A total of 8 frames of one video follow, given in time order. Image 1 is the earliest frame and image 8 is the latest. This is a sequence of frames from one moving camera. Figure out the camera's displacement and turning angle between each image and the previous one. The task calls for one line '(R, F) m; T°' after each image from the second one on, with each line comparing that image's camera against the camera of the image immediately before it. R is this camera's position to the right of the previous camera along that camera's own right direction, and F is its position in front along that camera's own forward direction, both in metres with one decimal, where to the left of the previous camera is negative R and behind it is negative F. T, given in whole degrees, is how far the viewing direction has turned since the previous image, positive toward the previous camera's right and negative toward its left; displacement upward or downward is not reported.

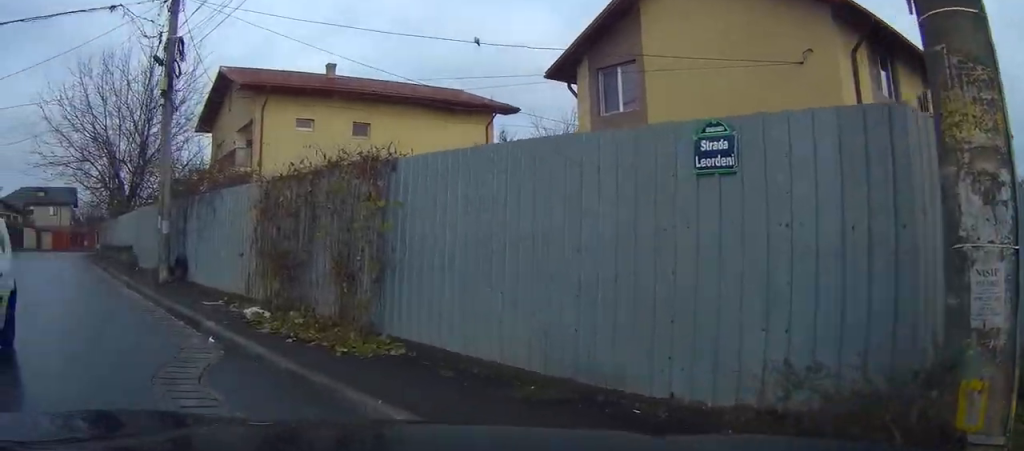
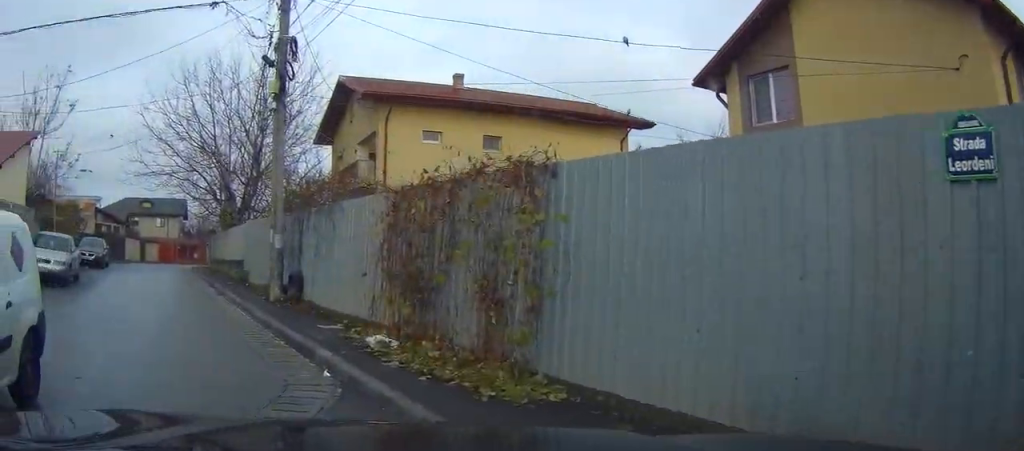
(-0.1, +1.1) m; -11°
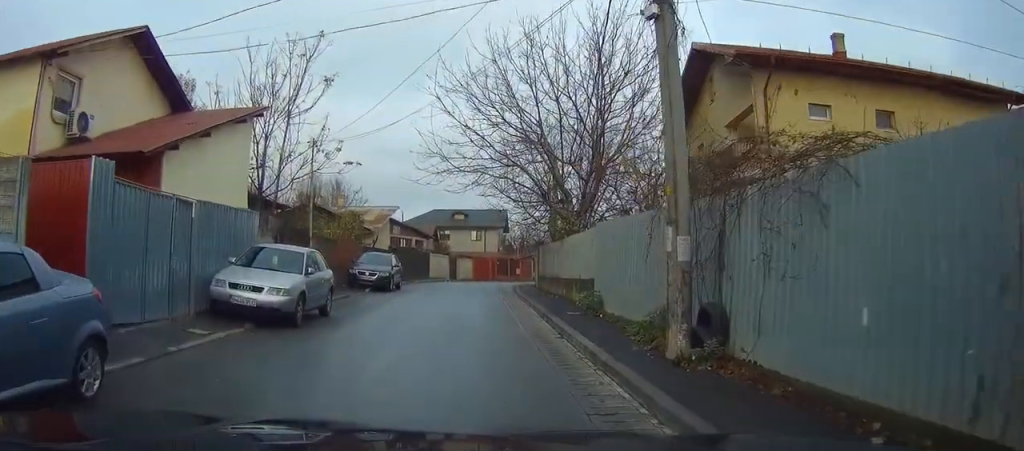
(-1.0, +6.1) m; -16°
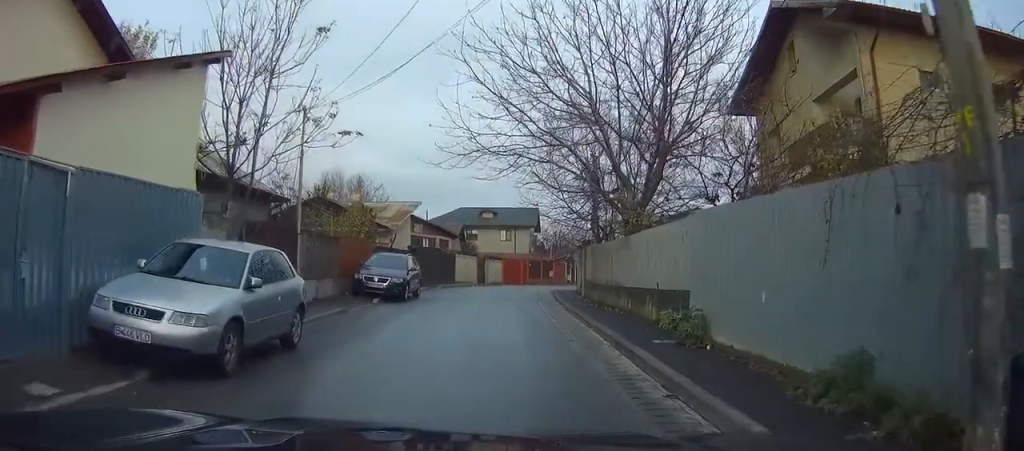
(-0.3, +4.6) m; -2°
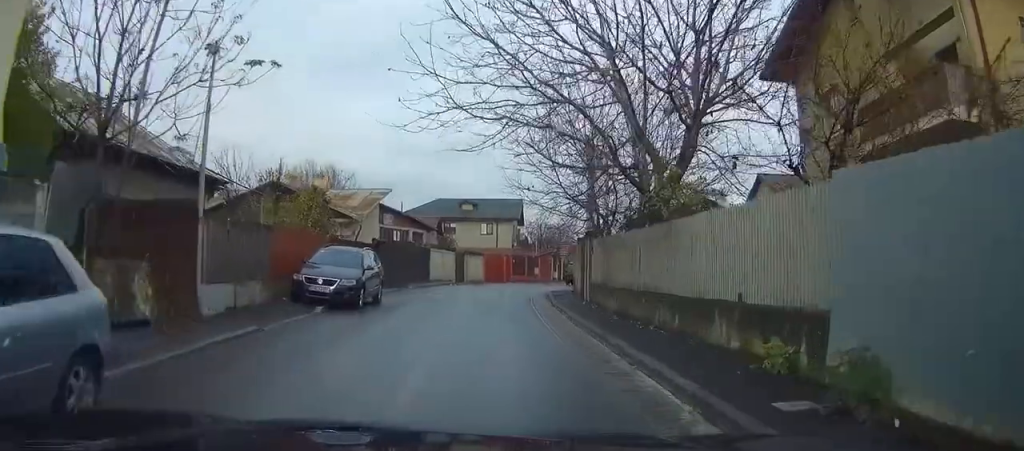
(0.0, +4.9) m; 0°
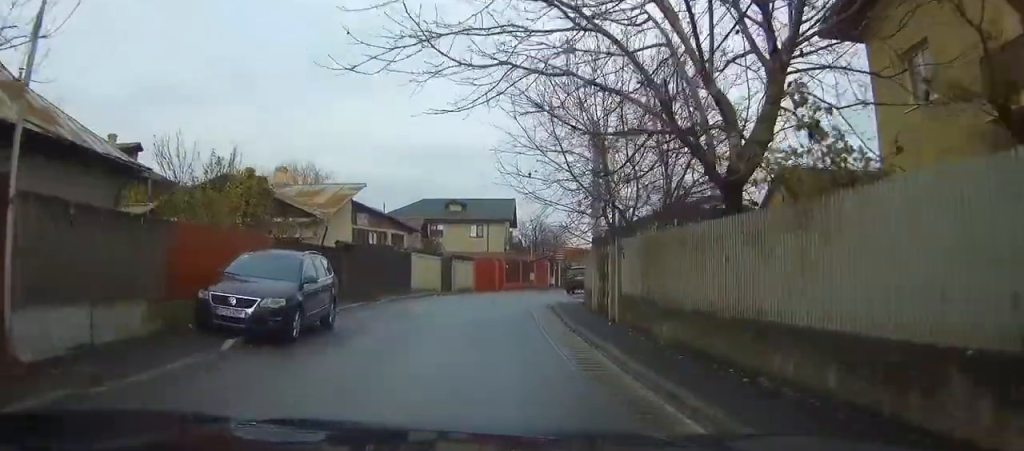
(+0.1, +5.1) m; +1°
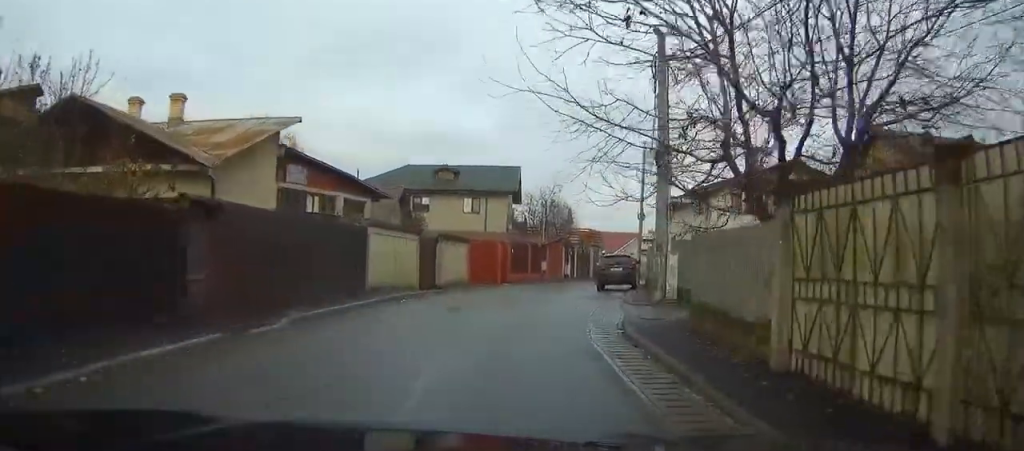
(+0.1, +12.6) m; +1°
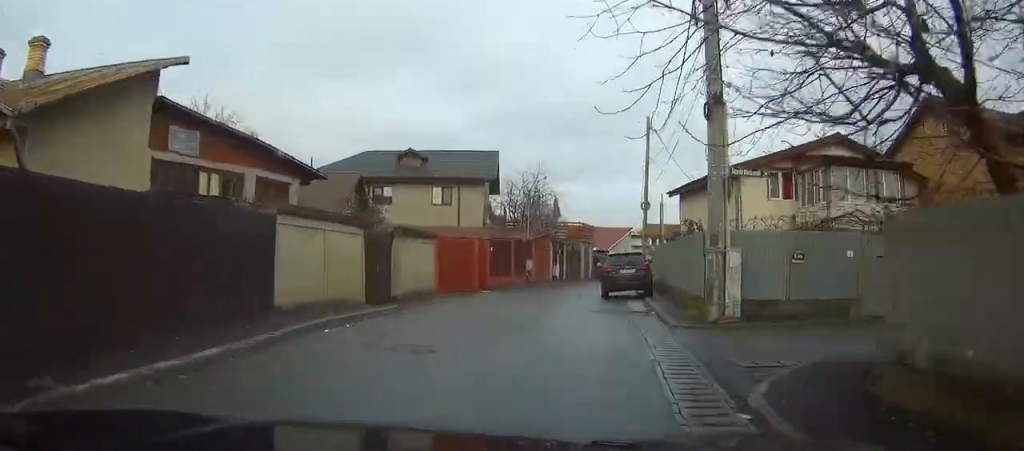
(0.0, +7.4) m; +1°
